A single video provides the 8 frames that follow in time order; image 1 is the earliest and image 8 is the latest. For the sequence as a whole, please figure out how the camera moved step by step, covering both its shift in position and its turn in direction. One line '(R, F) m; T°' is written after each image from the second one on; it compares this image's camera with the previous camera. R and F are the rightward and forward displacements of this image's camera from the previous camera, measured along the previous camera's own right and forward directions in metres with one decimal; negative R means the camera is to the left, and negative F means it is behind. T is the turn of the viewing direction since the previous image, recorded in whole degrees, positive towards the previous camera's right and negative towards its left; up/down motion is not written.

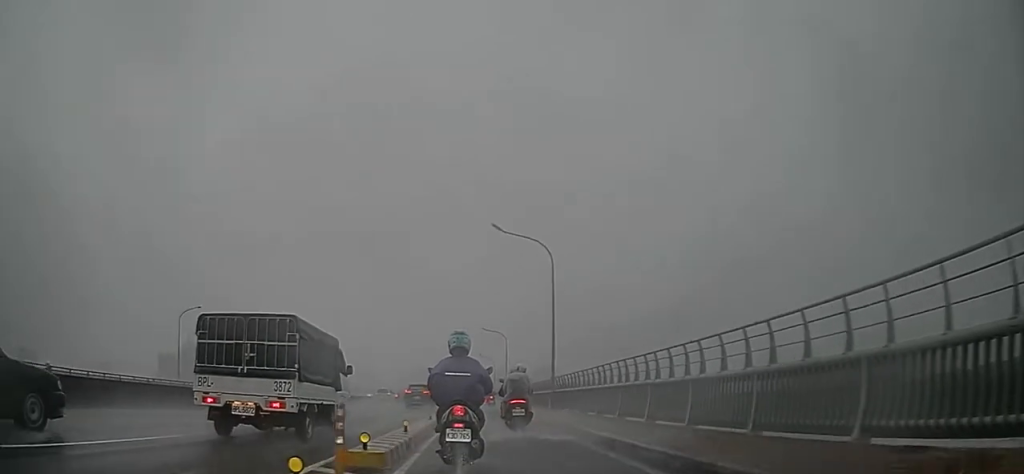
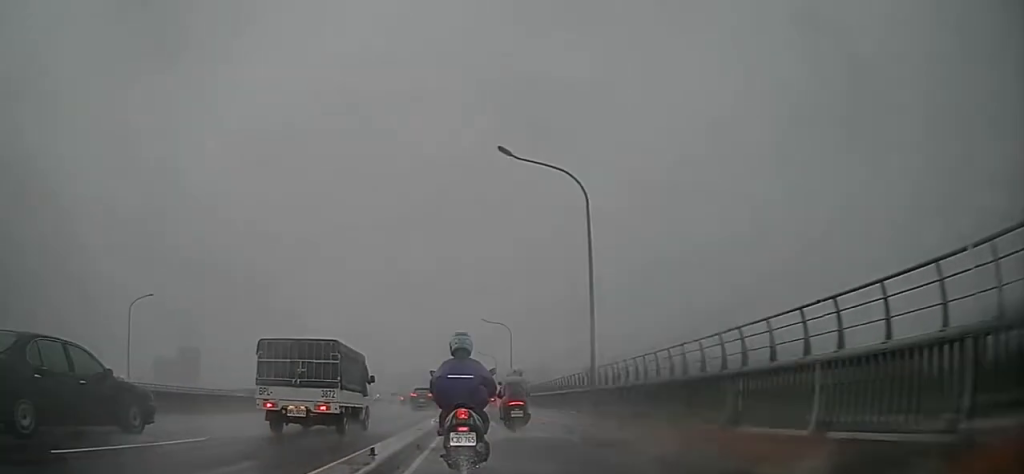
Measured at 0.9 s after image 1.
(-0.1, +8.5) m; 0°
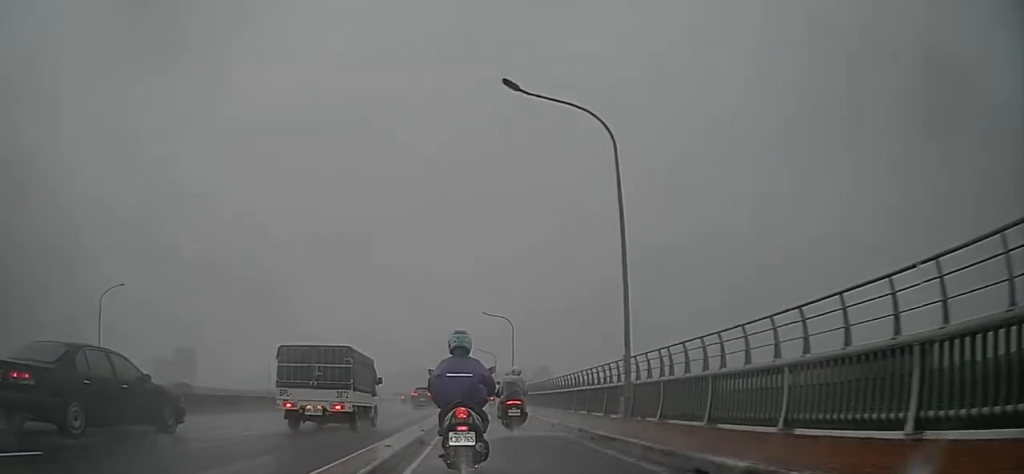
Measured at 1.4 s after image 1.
(0.0, +4.0) m; 0°
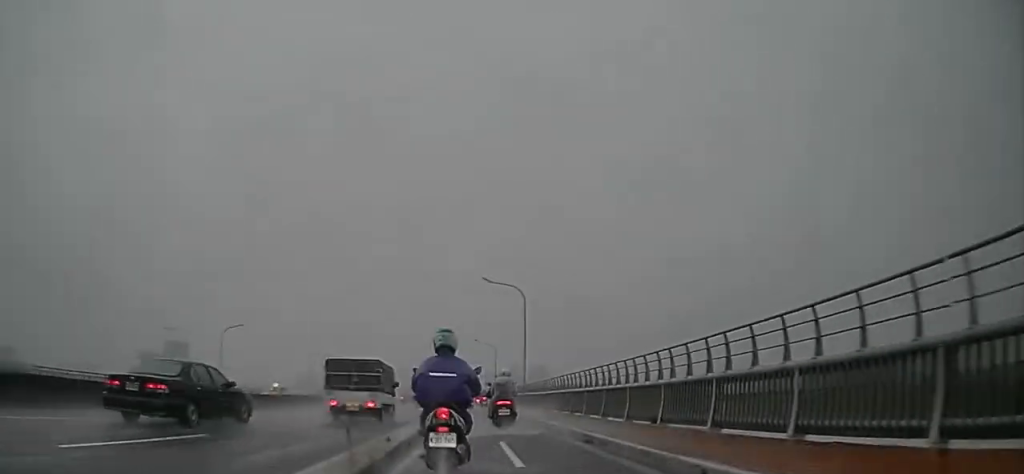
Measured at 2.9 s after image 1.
(0.0, +14.5) m; 0°
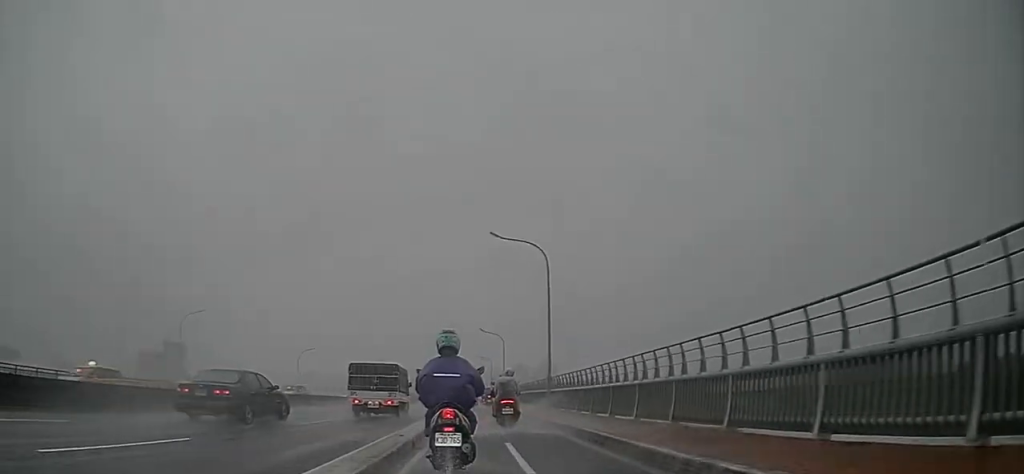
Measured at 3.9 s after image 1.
(0.0, +10.1) m; 0°
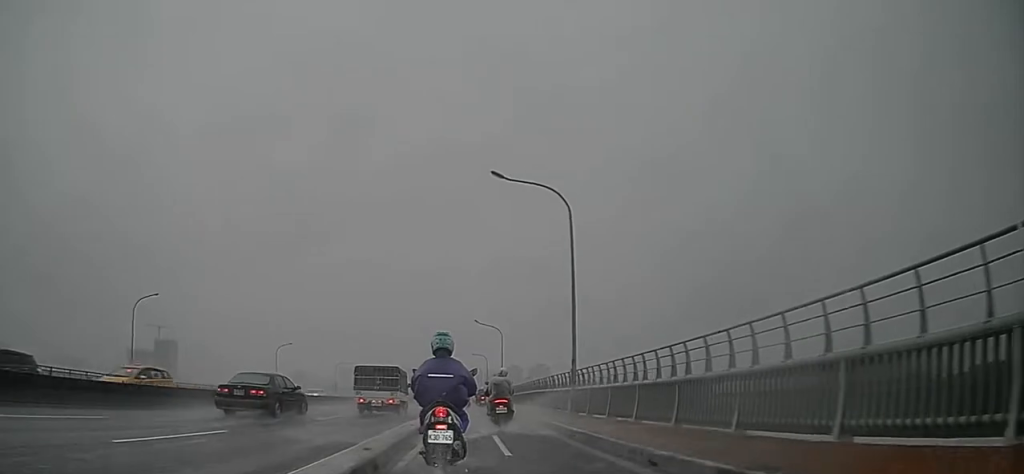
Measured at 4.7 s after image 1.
(0.0, +8.0) m; 0°
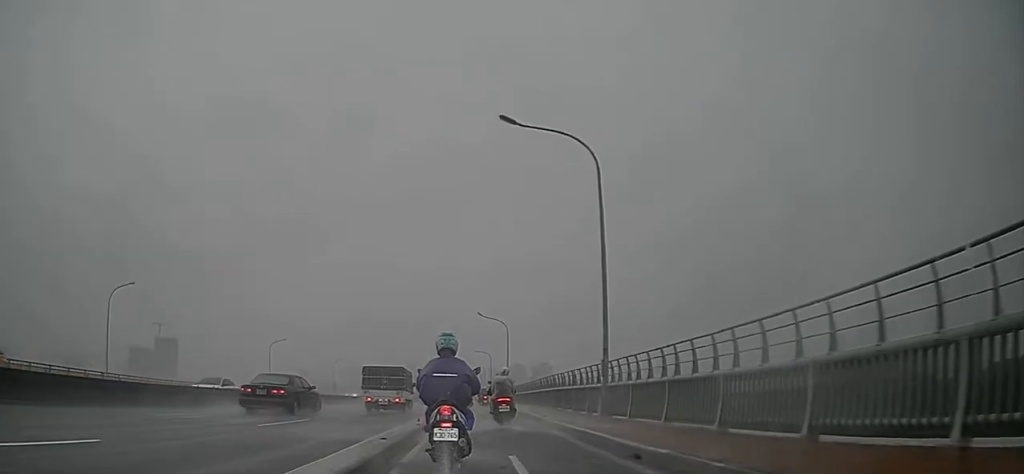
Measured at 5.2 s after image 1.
(0.0, +4.3) m; 0°
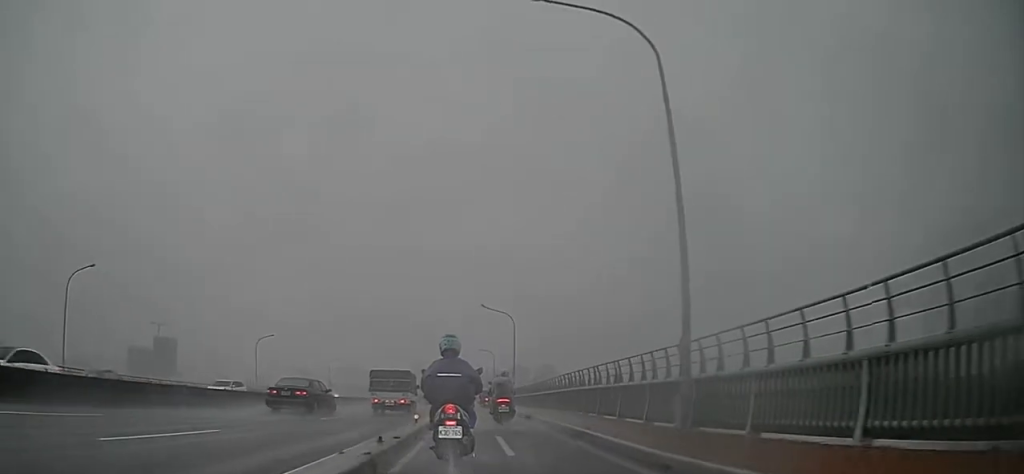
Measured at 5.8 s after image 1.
(0.0, +6.1) m; 0°
